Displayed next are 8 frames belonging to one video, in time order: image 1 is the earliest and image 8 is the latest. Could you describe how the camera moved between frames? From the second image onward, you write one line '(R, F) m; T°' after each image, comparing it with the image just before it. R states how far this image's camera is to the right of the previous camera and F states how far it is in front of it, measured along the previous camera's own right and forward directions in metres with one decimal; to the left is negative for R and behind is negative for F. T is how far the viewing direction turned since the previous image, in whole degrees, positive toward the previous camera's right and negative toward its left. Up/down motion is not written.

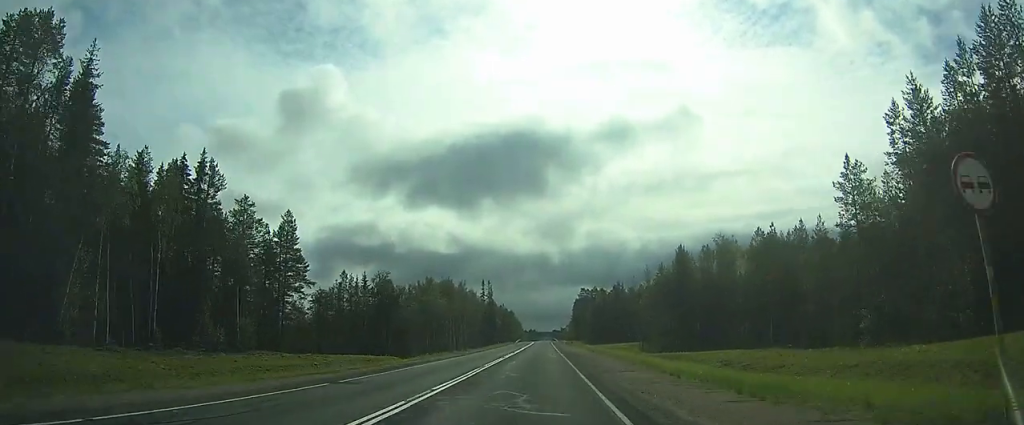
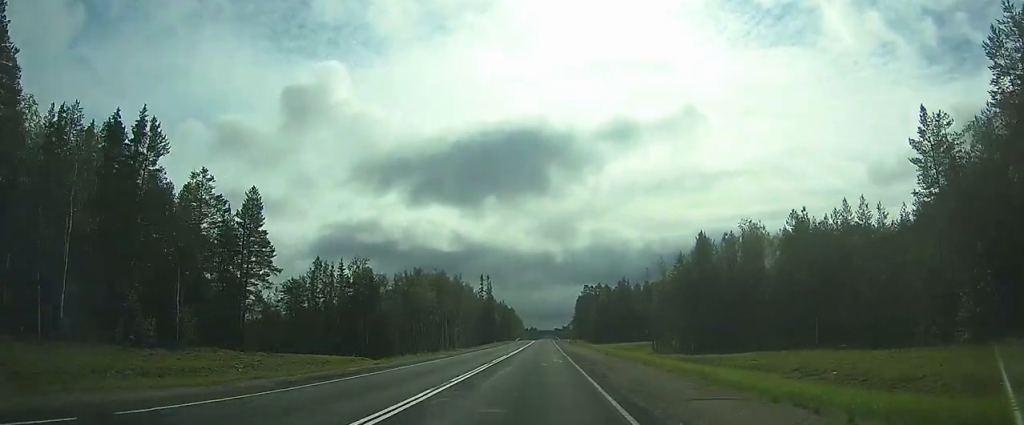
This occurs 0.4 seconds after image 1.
(0.0, +9.9) m; 0°
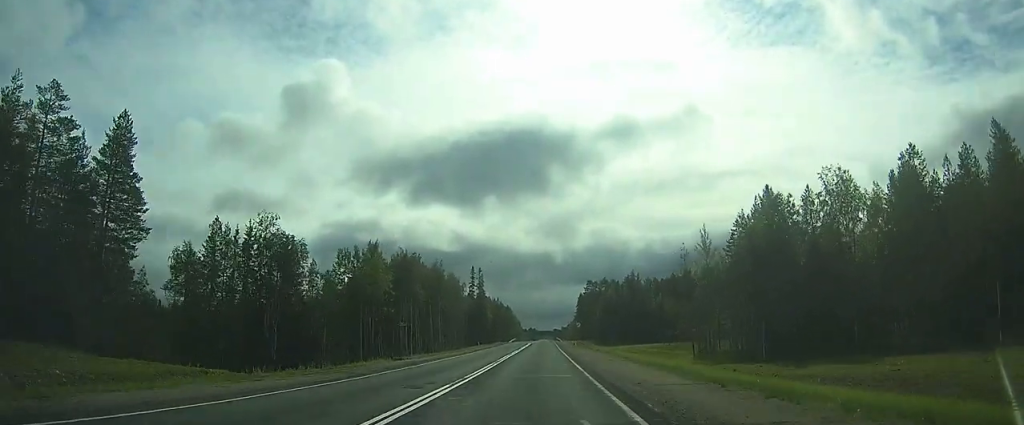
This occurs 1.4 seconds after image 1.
(0.0, +22.0) m; 0°
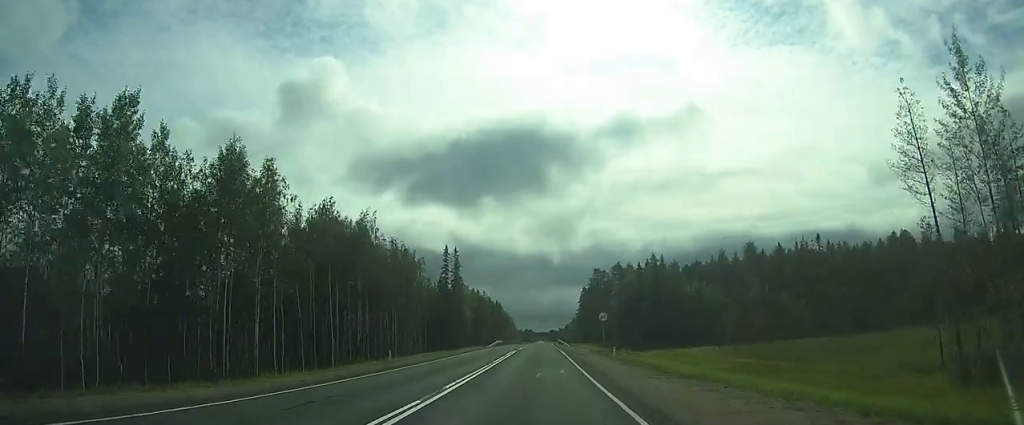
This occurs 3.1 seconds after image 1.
(+0.1, +39.8) m; 0°
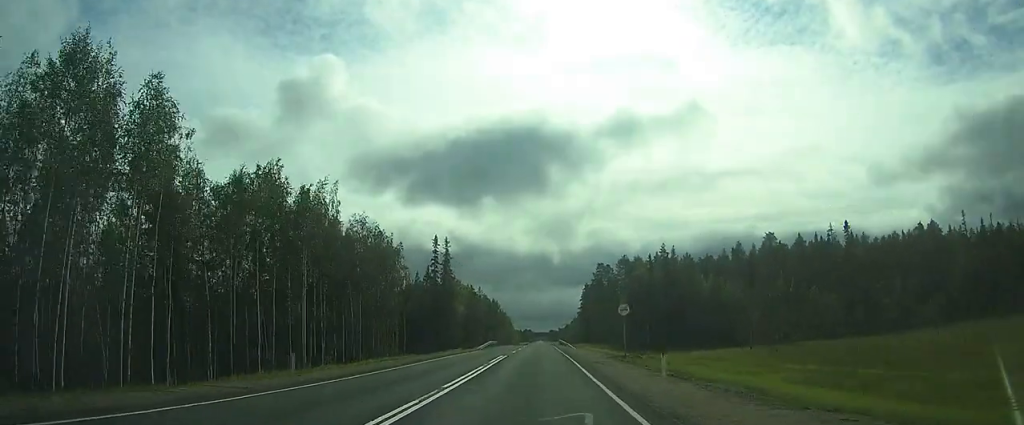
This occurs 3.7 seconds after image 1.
(0.0, +12.5) m; 0°
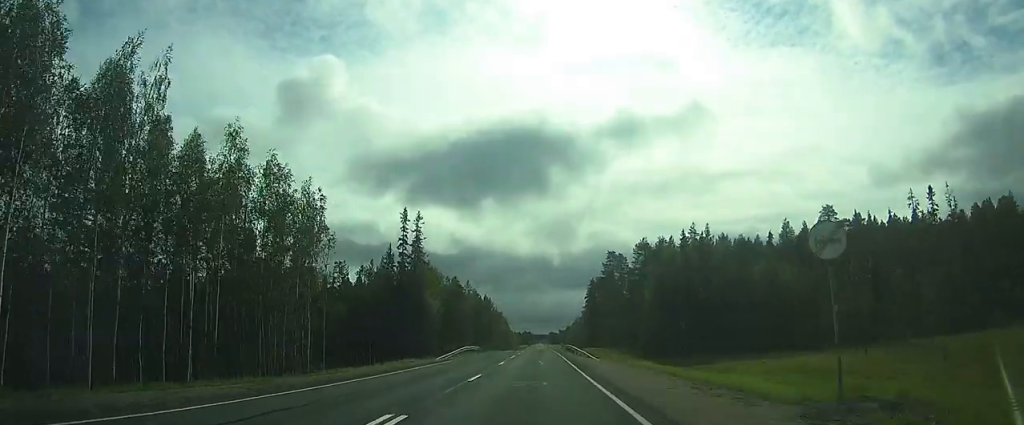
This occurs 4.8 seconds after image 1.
(-0.3, +27.5) m; 0°
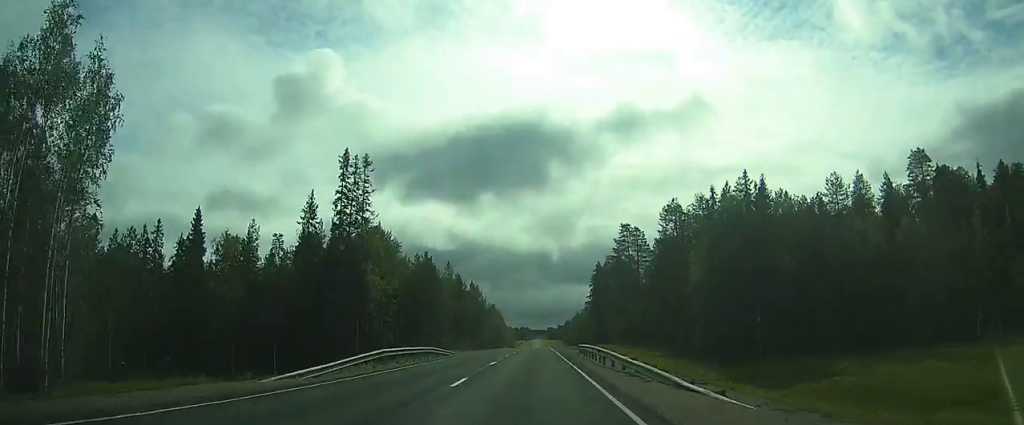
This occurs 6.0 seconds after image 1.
(+0.4, +29.7) m; +1°
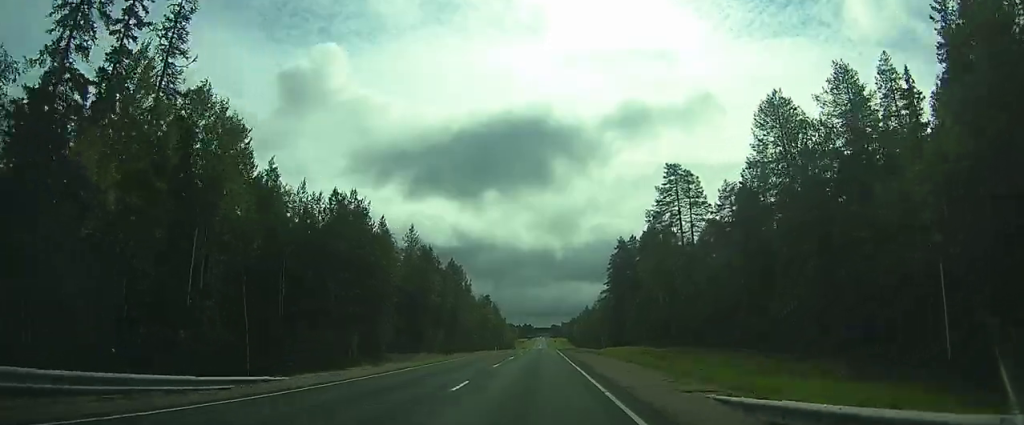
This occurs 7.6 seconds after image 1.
(+0.4, +40.5) m; 0°
